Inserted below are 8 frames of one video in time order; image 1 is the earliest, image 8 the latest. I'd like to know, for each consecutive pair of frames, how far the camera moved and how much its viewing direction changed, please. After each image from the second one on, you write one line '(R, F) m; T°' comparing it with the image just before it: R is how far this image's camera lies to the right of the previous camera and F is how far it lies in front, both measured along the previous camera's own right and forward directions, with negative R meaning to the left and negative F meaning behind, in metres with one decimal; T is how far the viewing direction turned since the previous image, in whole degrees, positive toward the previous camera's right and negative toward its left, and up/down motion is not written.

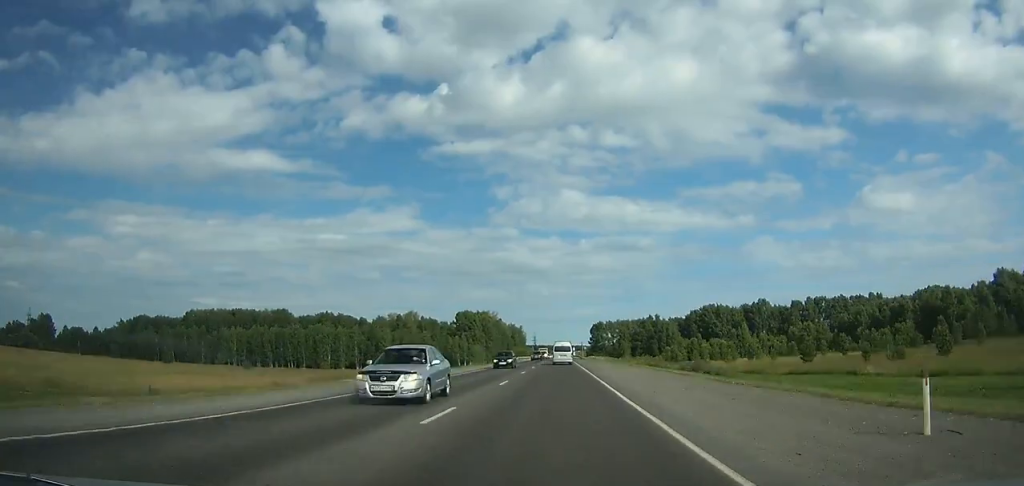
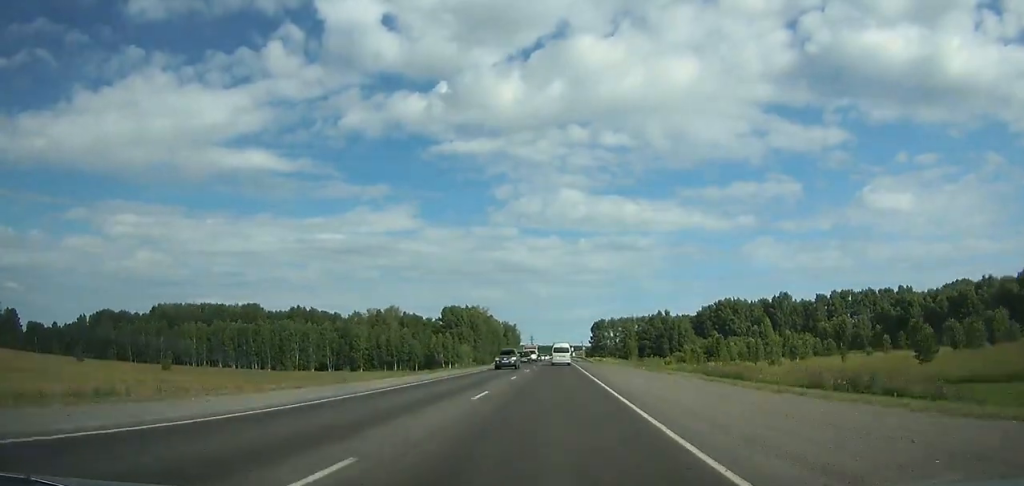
(0.0, +30.2) m; 0°
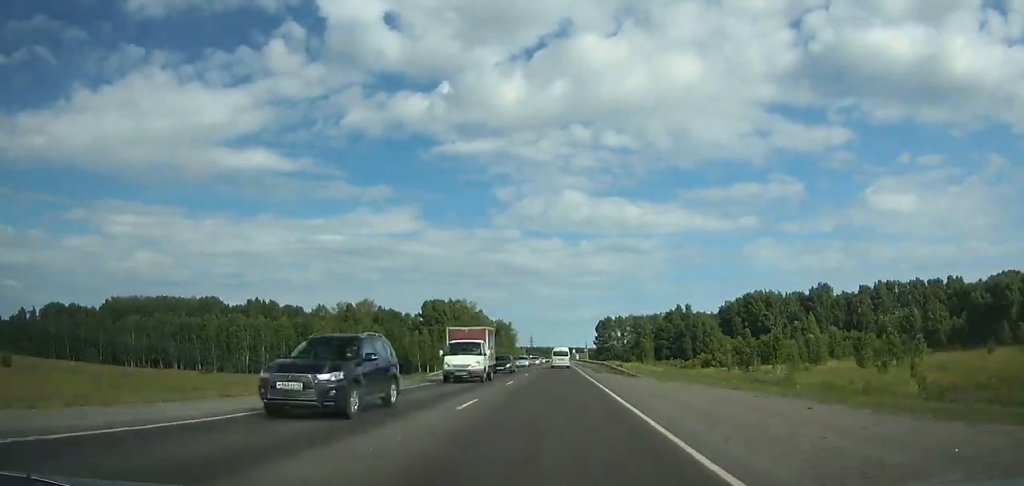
(0.0, +38.2) m; 0°
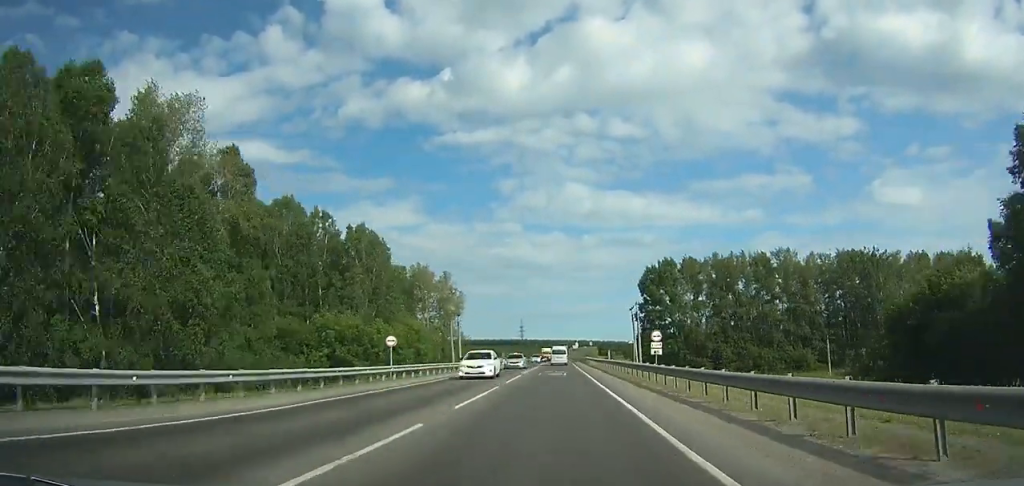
(-9.6, +167.9) m; -1°
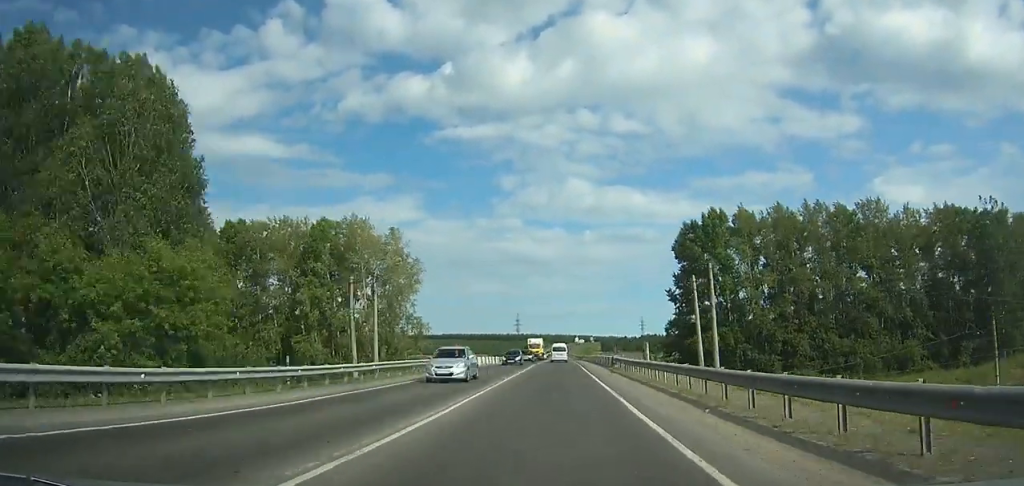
(+5.4, +45.6) m; +3°
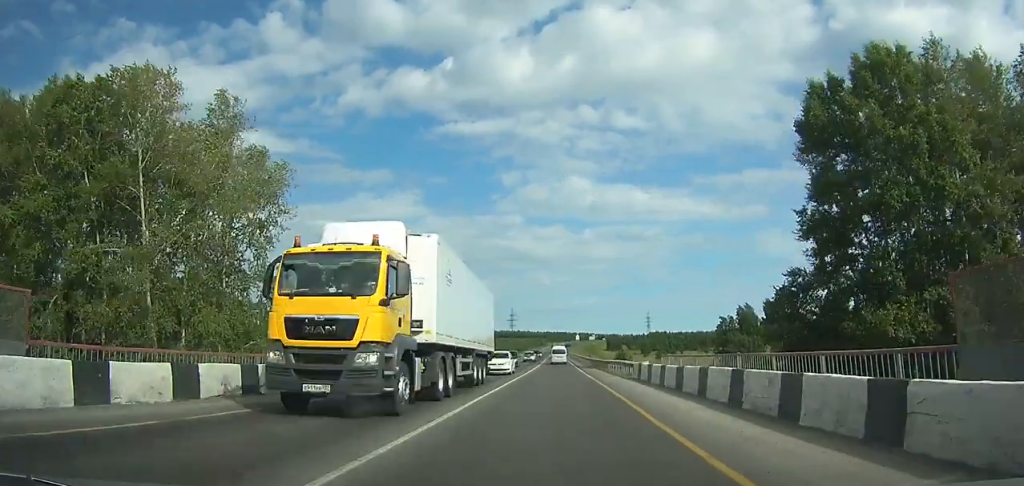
(+1.8, +56.1) m; 0°
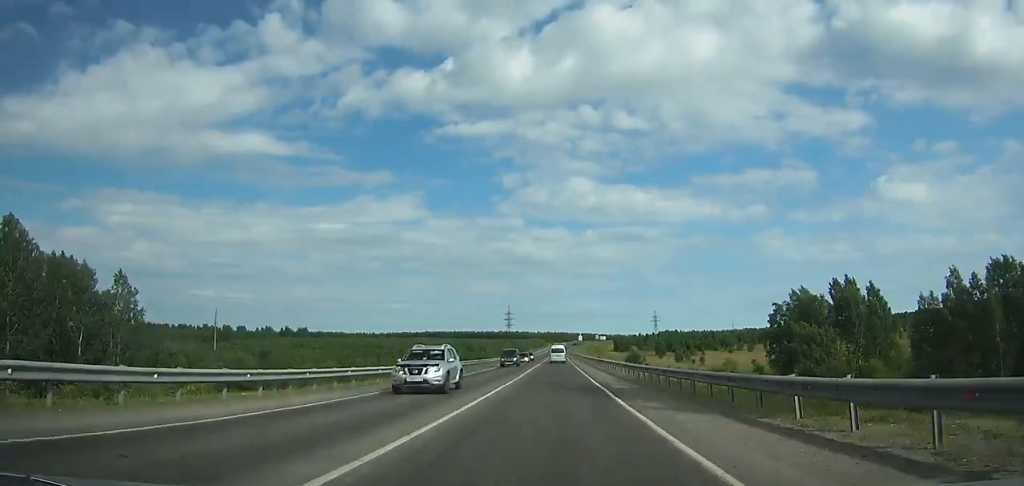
(-1.4, +41.0) m; -2°
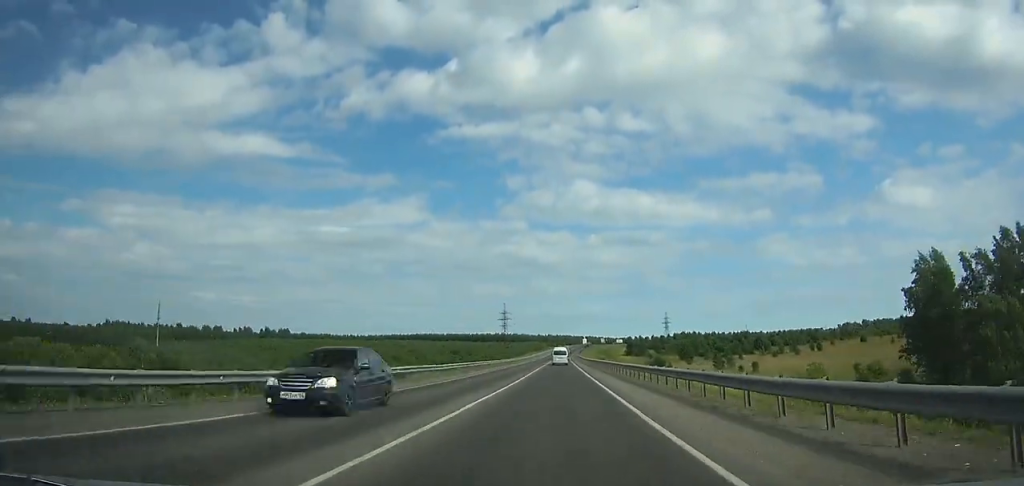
(-0.5, +50.8) m; 0°
